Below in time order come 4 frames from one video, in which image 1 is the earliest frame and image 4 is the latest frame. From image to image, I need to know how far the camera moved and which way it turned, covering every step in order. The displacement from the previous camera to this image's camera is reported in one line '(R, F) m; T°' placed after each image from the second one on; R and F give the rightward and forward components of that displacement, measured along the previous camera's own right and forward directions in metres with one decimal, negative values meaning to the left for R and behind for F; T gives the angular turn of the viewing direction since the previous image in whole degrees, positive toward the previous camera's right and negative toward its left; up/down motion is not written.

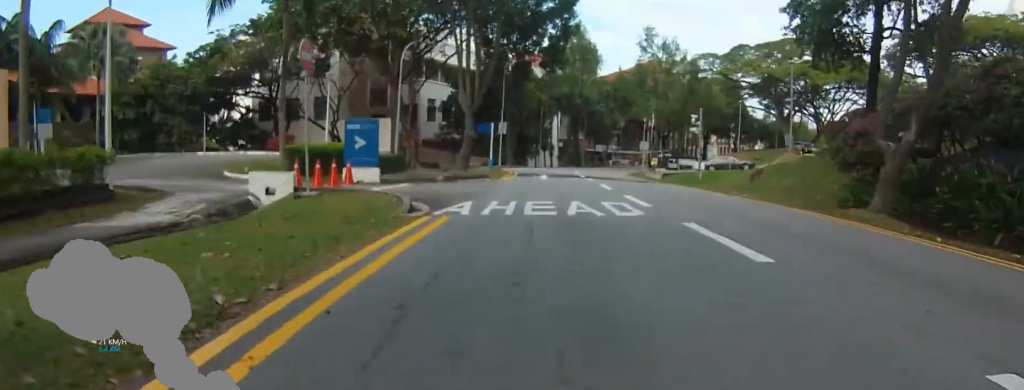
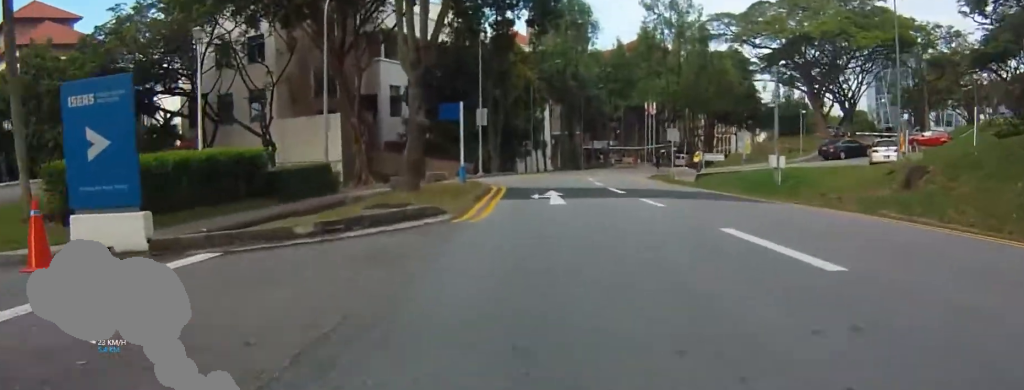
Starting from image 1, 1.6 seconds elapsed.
(0.0, +10.1) m; -1°
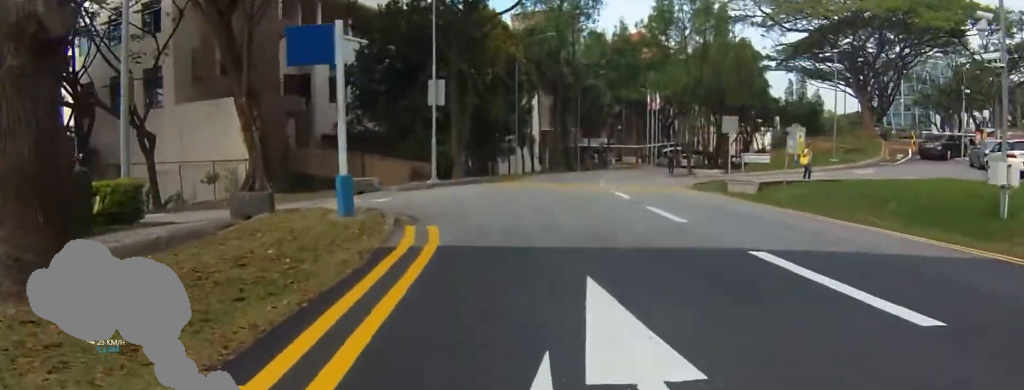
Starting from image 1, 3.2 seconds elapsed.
(+0.8, +11.5) m; -1°
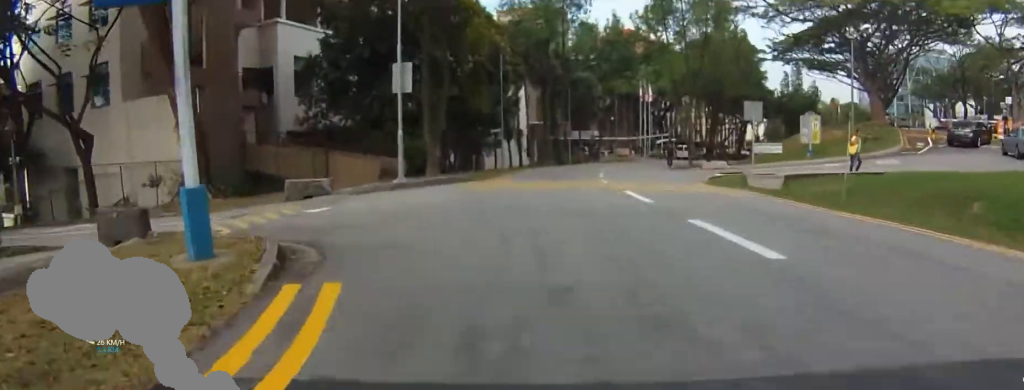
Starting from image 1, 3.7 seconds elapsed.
(-0.2, +3.7) m; -5°
